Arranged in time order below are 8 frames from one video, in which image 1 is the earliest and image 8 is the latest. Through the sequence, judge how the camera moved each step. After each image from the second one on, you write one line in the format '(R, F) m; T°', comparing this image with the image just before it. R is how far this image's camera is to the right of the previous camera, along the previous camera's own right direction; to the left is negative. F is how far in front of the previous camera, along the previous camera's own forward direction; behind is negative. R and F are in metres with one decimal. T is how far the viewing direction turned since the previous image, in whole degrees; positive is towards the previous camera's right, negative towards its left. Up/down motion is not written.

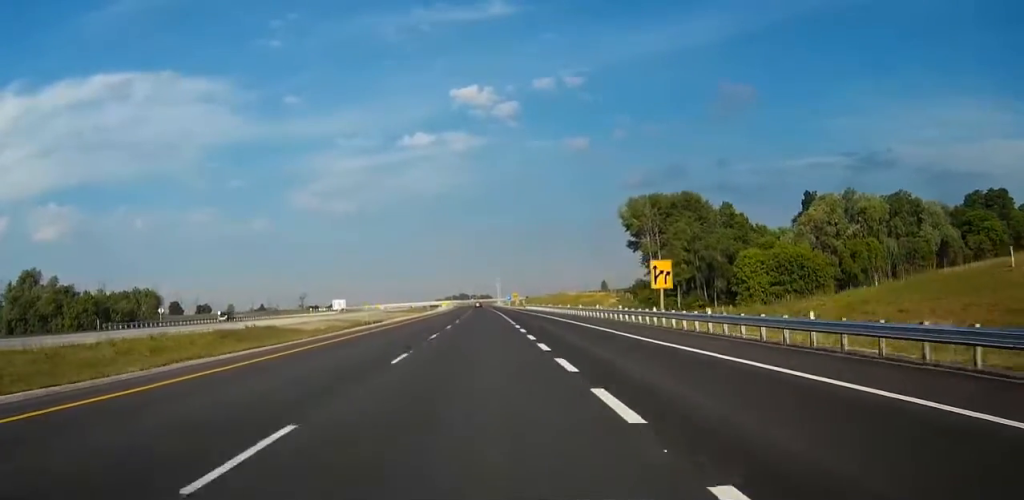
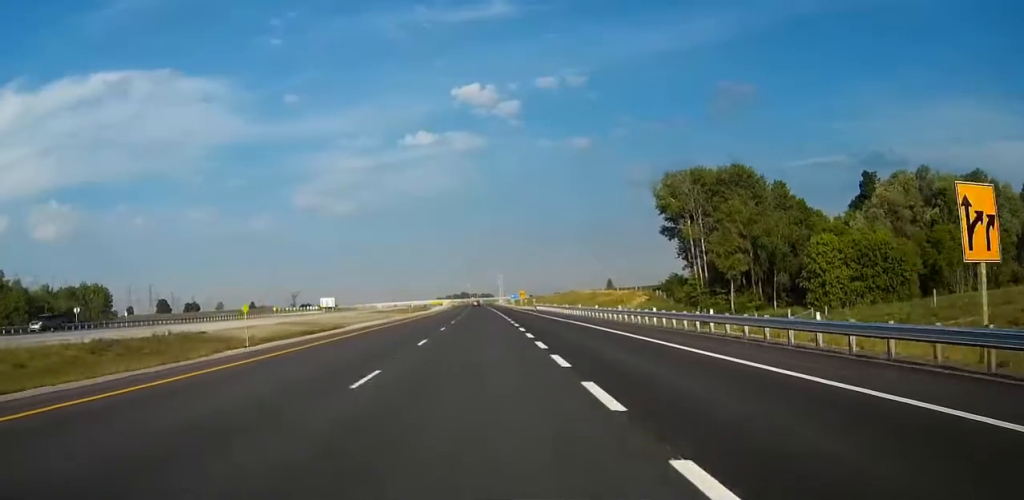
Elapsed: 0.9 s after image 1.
(0.0, +28.9) m; 0°
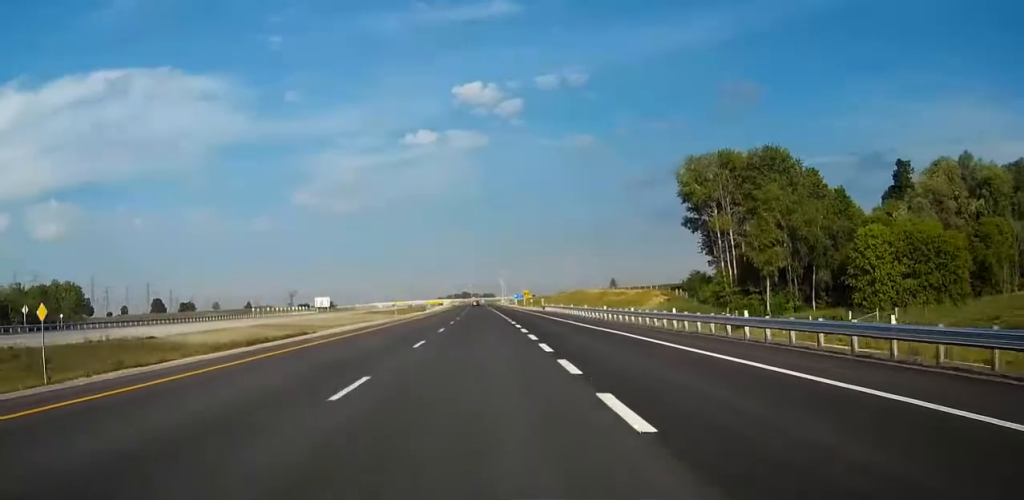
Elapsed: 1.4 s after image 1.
(0.0, +13.4) m; 0°
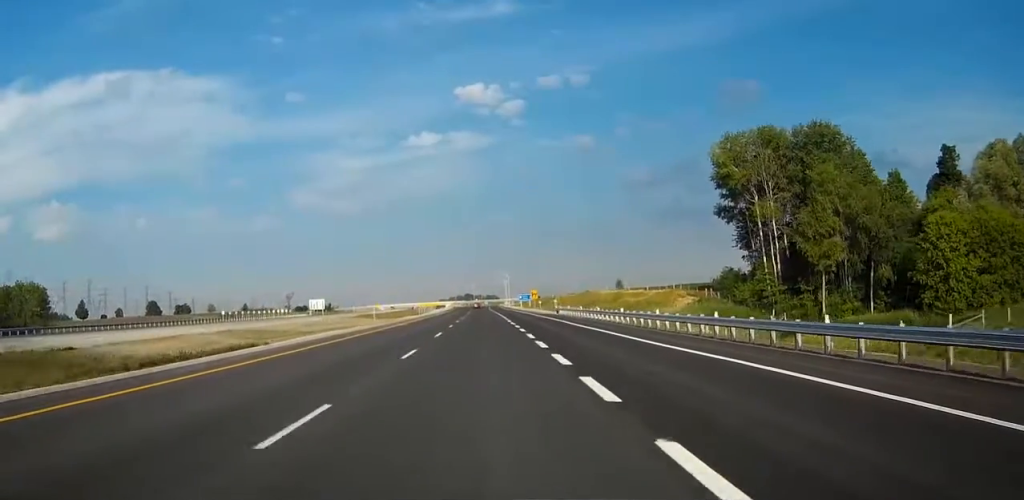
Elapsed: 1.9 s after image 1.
(0.0, +15.5) m; 0°
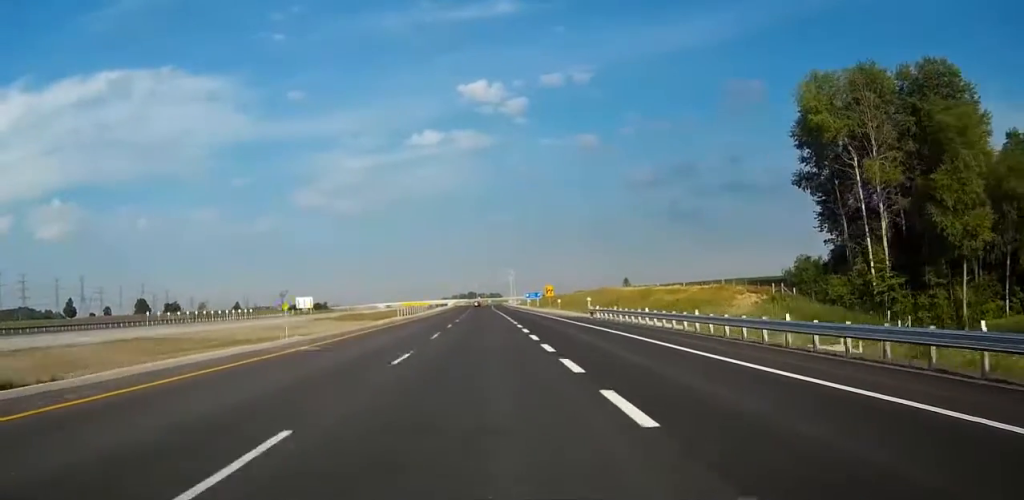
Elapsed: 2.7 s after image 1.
(0.0, +25.9) m; 0°
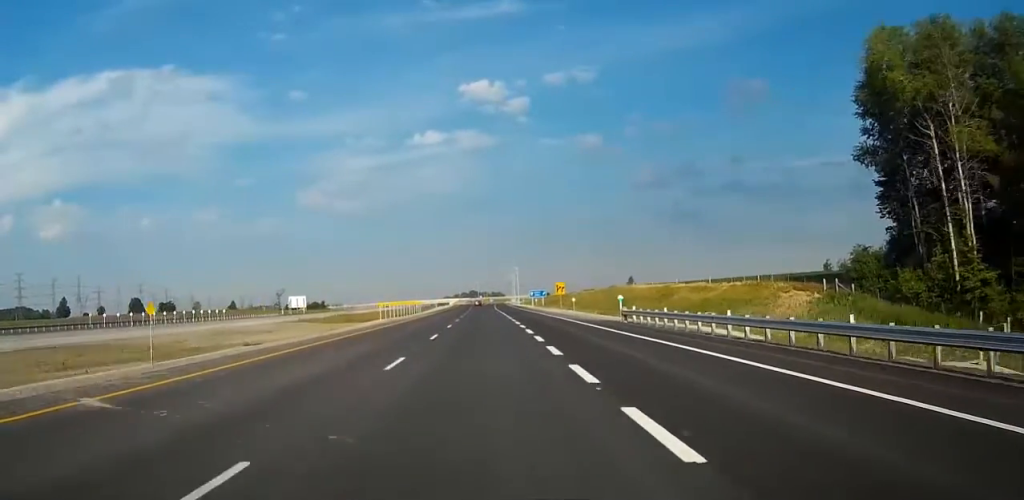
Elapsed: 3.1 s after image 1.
(-0.1, +13.5) m; 0°
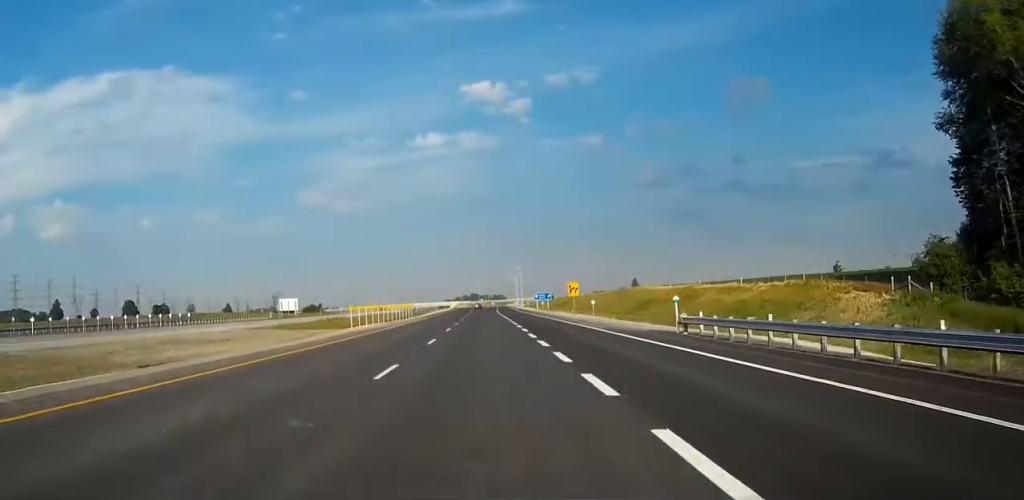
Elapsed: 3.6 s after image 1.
(0.0, +13.5) m; 0°
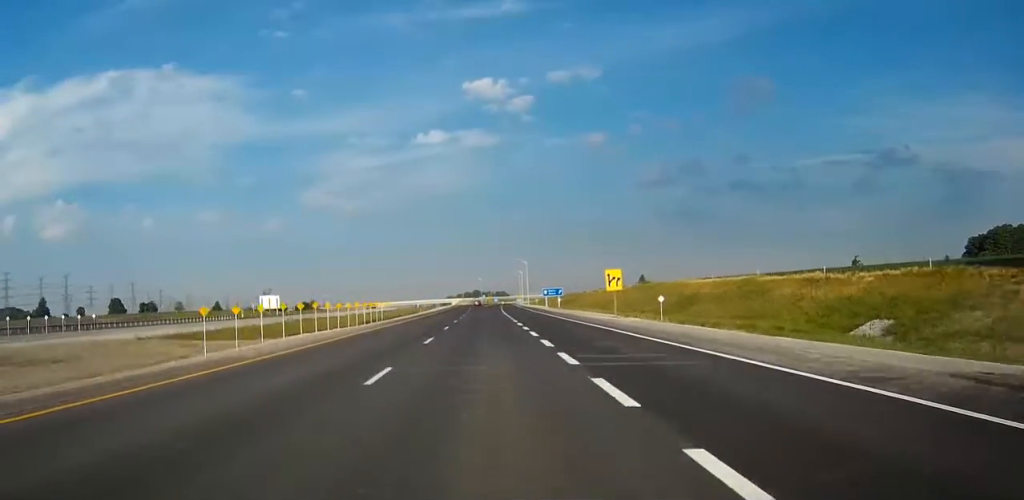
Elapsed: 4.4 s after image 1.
(0.0, +24.9) m; 0°
